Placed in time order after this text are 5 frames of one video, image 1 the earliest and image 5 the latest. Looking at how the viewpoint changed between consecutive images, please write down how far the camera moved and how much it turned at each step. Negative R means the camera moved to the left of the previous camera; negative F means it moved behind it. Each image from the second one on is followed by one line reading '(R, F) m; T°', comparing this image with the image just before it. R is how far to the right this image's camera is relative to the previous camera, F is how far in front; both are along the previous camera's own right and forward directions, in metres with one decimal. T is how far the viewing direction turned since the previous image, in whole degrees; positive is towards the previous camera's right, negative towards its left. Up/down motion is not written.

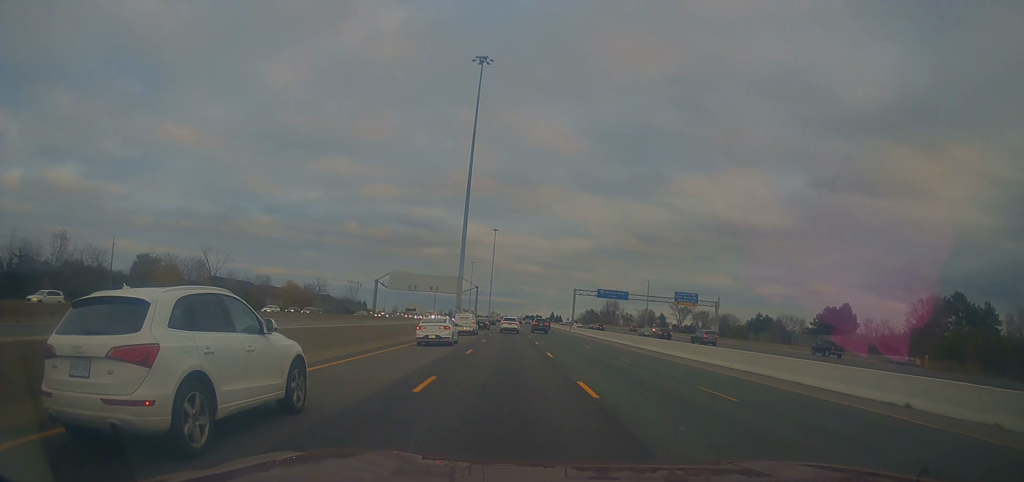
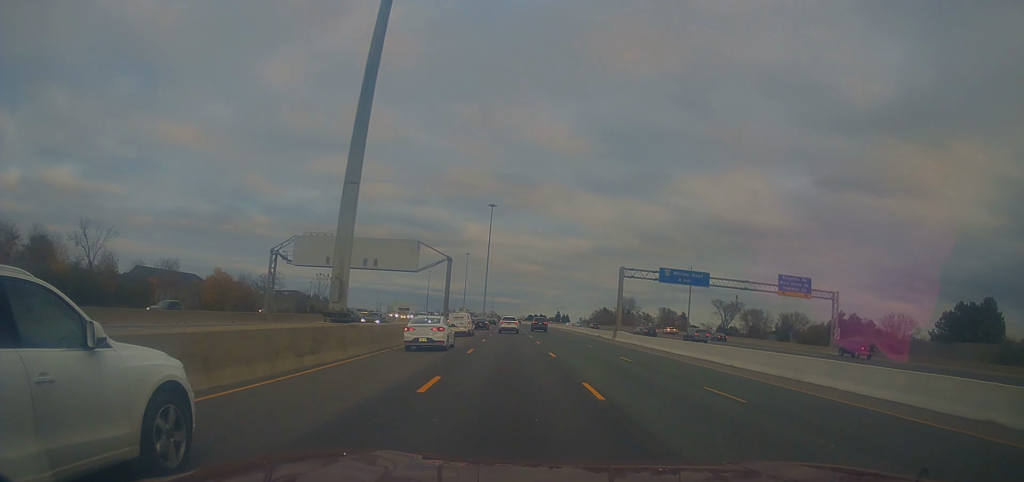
(+0.1, +48.4) m; -1°
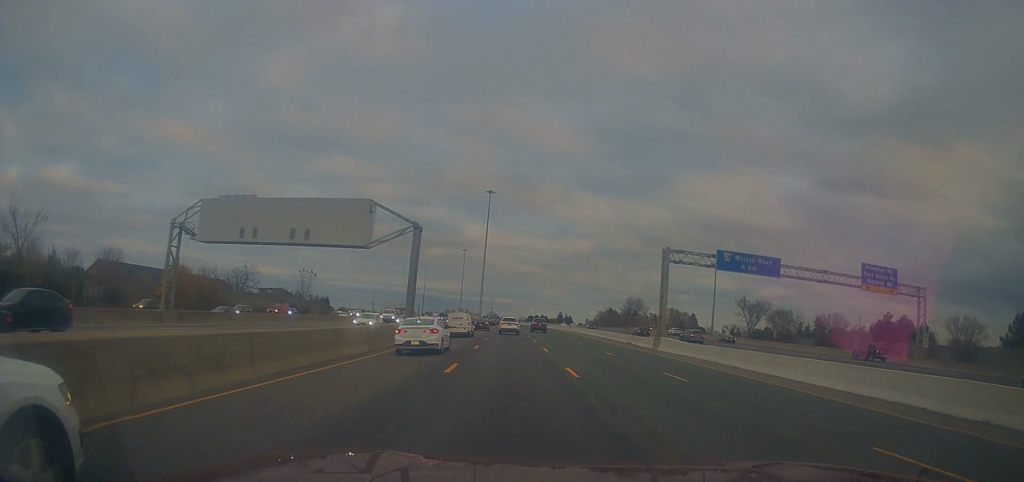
(-0.4, +19.7) m; 0°
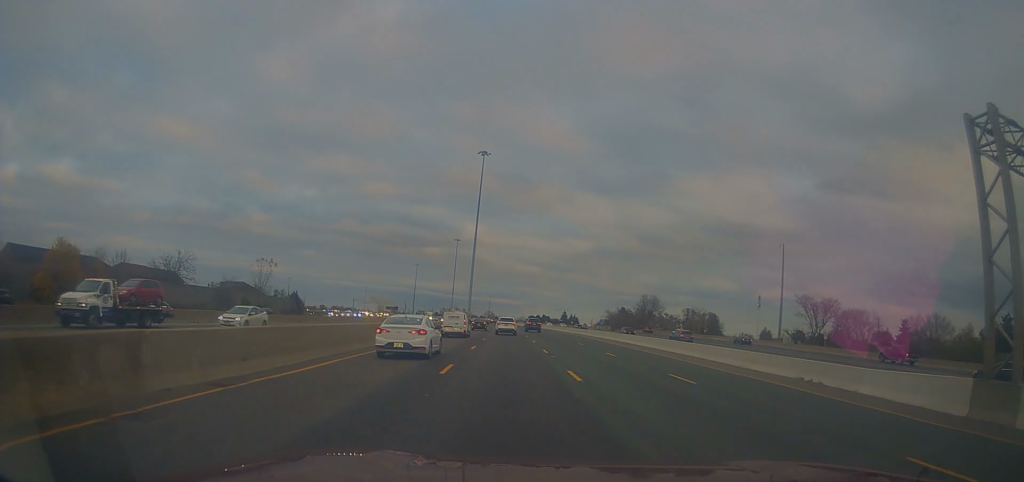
(+0.6, +37.2) m; 0°
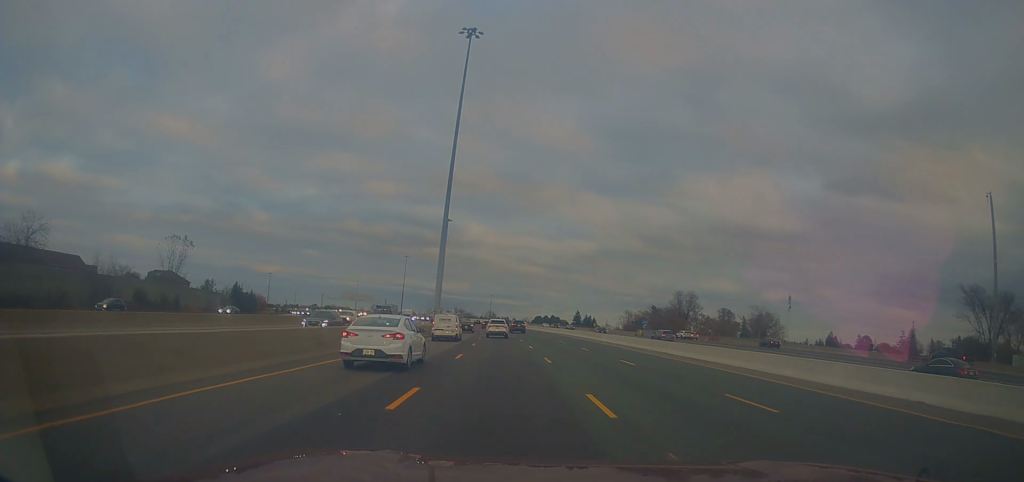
(-0.6, +53.6) m; 0°
